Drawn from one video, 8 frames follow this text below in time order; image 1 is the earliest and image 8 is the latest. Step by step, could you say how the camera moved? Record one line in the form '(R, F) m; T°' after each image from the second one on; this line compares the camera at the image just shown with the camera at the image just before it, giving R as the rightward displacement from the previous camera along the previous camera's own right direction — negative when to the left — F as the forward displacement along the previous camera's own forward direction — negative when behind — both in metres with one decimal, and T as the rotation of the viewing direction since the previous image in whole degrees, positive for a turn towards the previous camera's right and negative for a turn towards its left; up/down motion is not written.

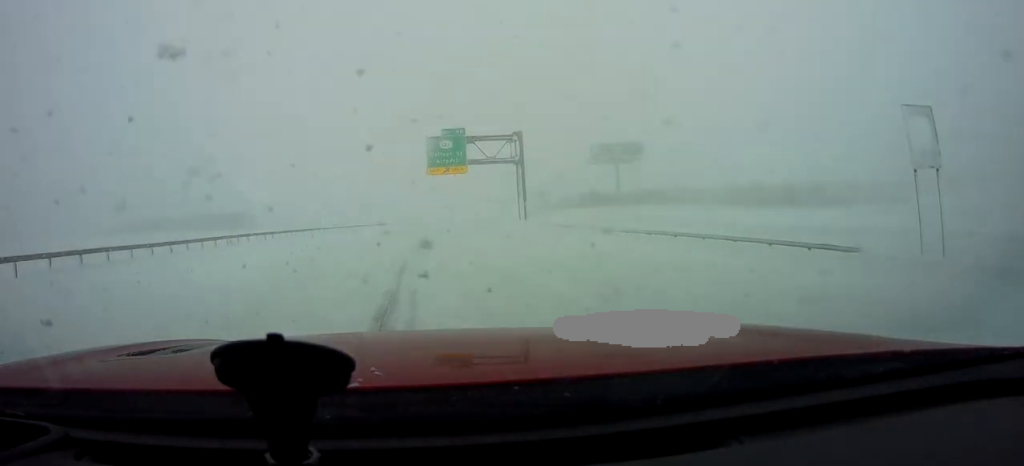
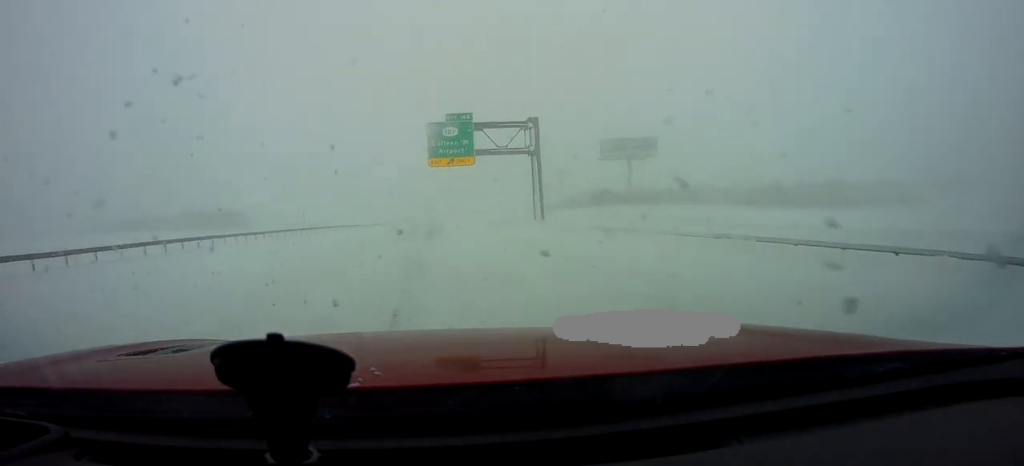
(+0.2, +8.3) m; 0°
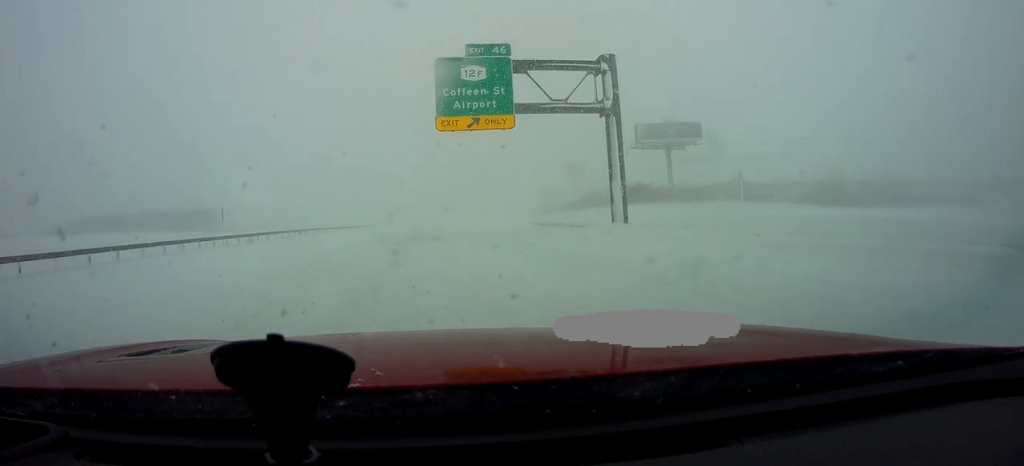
(+0.3, +21.3) m; +2°
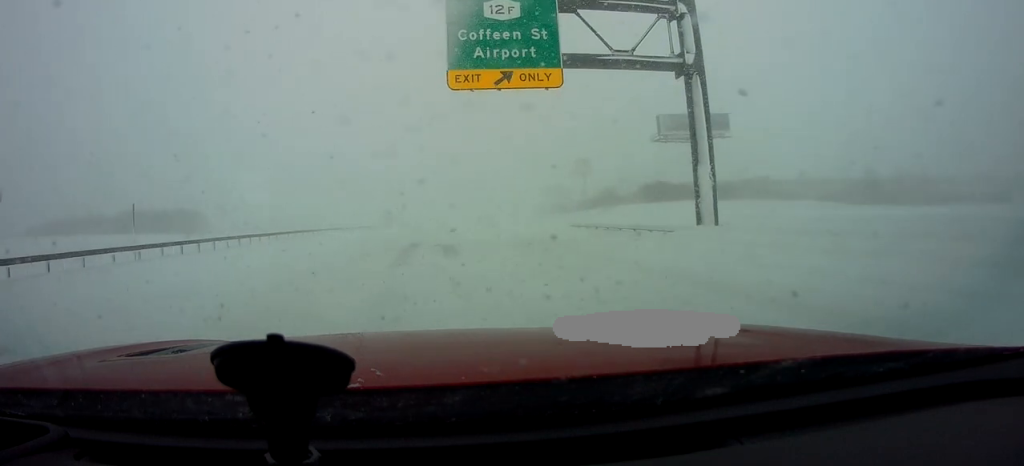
(-0.2, +10.0) m; -2°
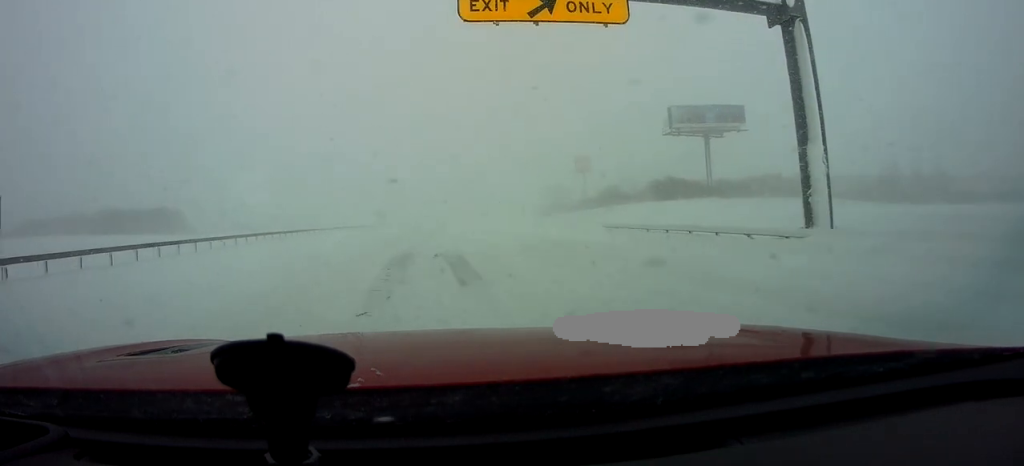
(-0.3, +7.4) m; 0°
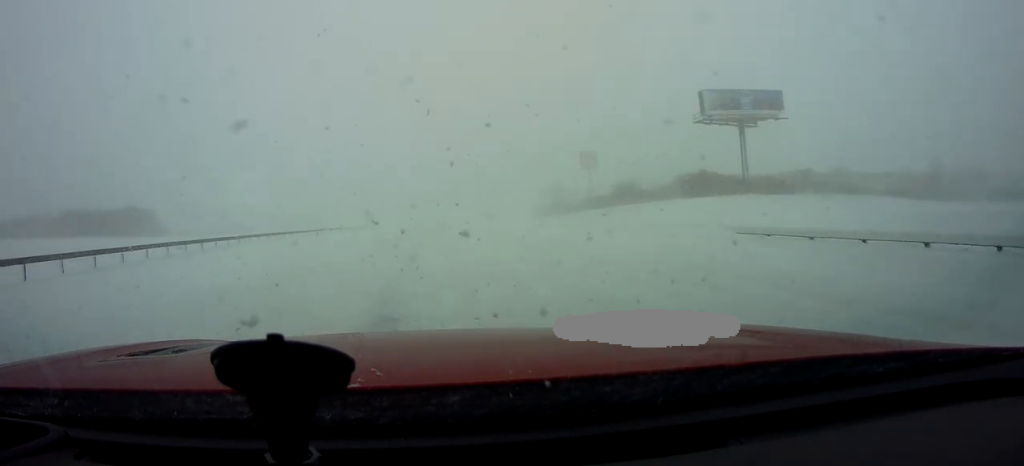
(+0.2, +12.1) m; -1°
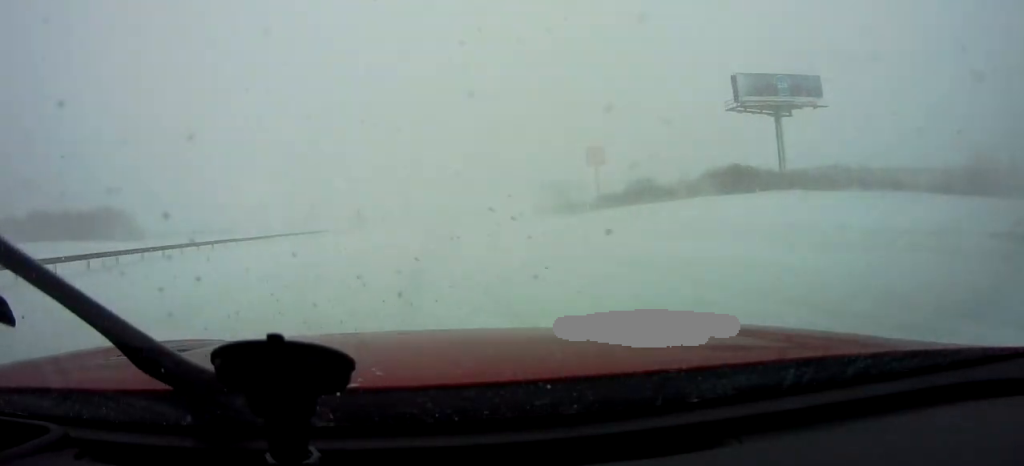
(-0.3, +9.6) m; +2°
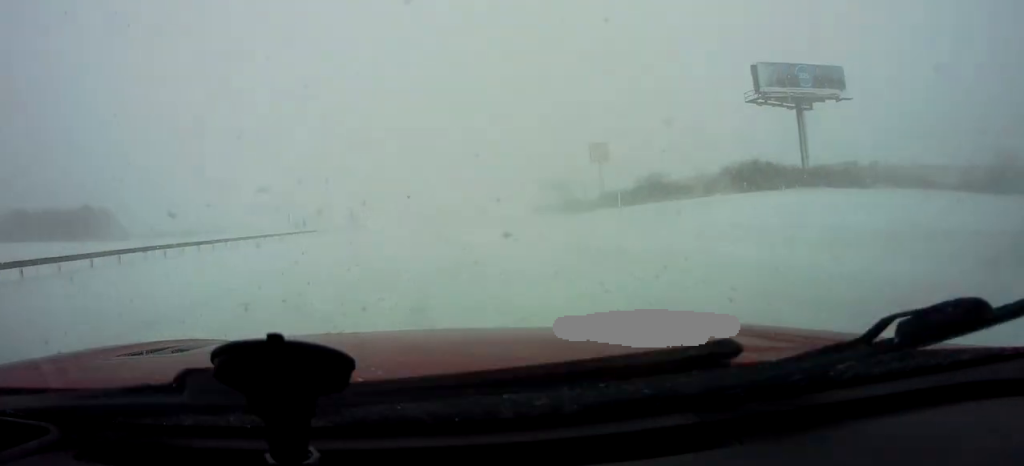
(+0.6, +5.1) m; +1°
